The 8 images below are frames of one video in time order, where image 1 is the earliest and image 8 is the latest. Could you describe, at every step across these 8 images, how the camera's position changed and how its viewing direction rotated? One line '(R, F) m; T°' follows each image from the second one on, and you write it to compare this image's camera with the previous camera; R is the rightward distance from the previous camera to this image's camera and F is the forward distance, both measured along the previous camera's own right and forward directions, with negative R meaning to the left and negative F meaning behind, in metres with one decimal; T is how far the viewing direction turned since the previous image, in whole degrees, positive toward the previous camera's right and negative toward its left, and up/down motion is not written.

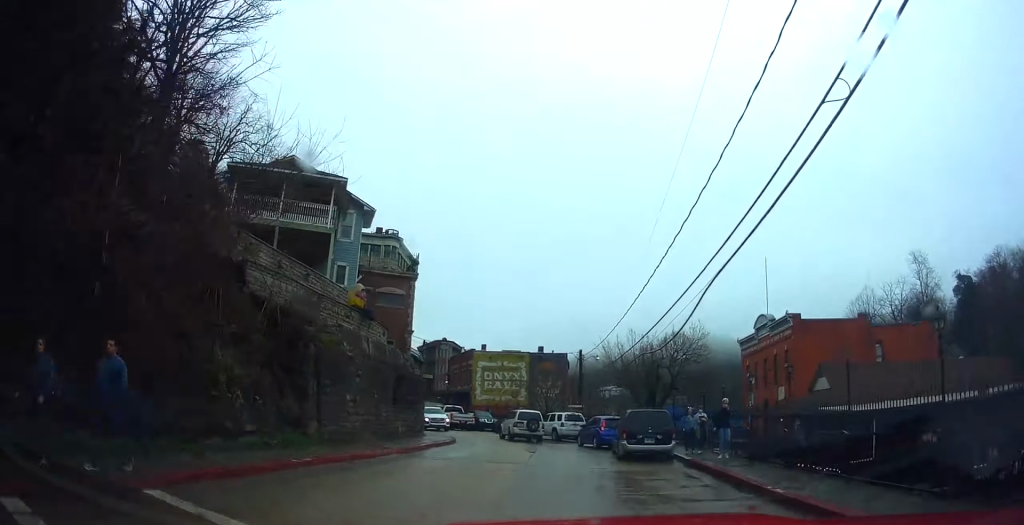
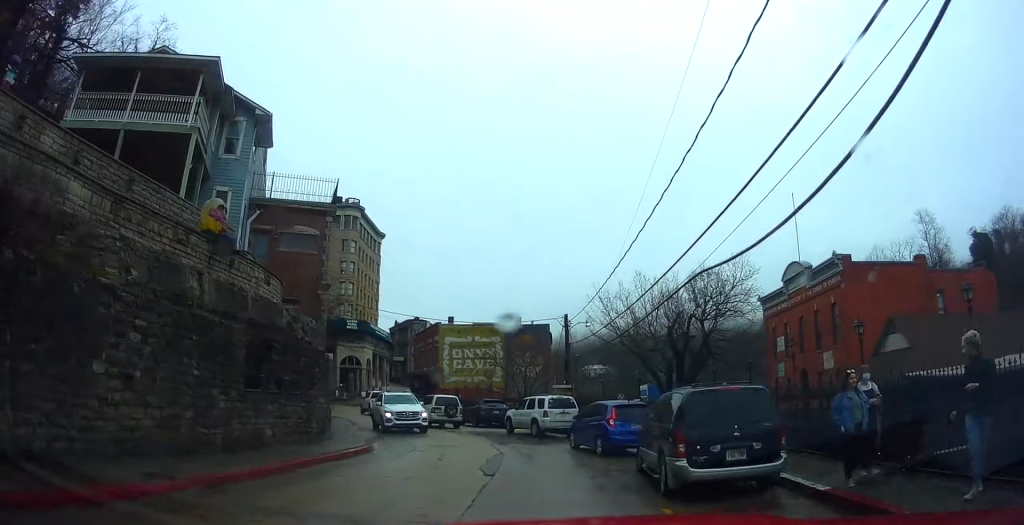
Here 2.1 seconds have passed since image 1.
(+0.7, +10.1) m; +1°
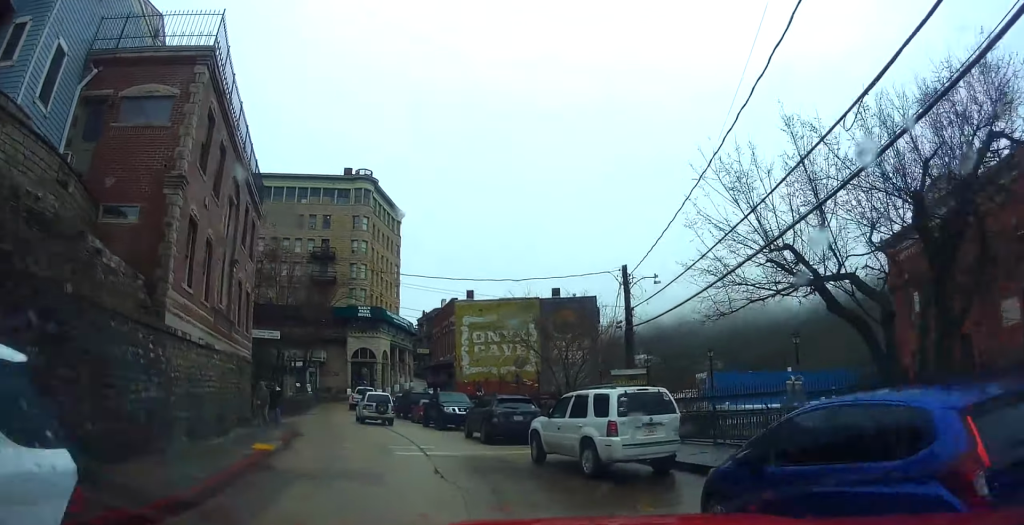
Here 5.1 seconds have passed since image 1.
(-0.8, +13.4) m; -9°
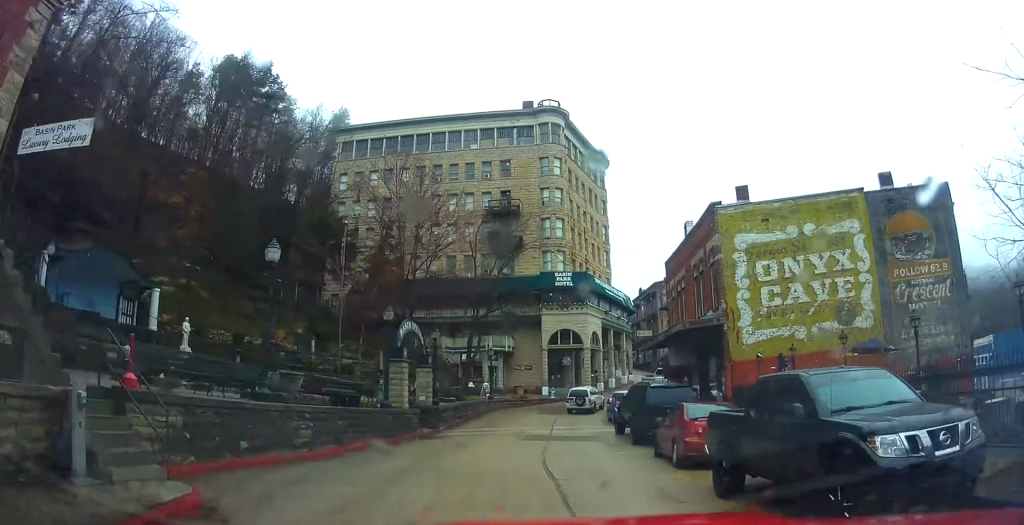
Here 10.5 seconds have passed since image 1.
(-3.2, +22.0) m; -11°
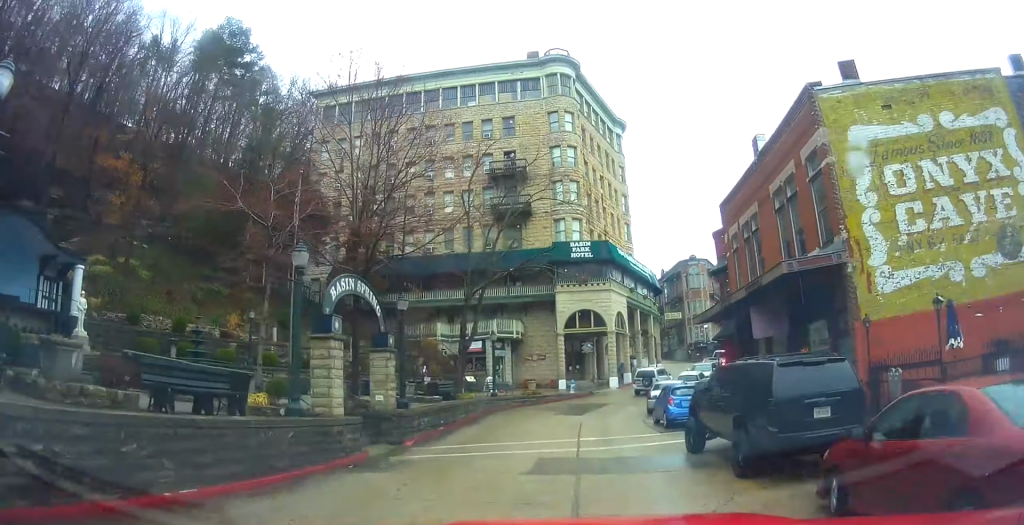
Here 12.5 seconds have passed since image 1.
(-0.1, +8.0) m; -1°
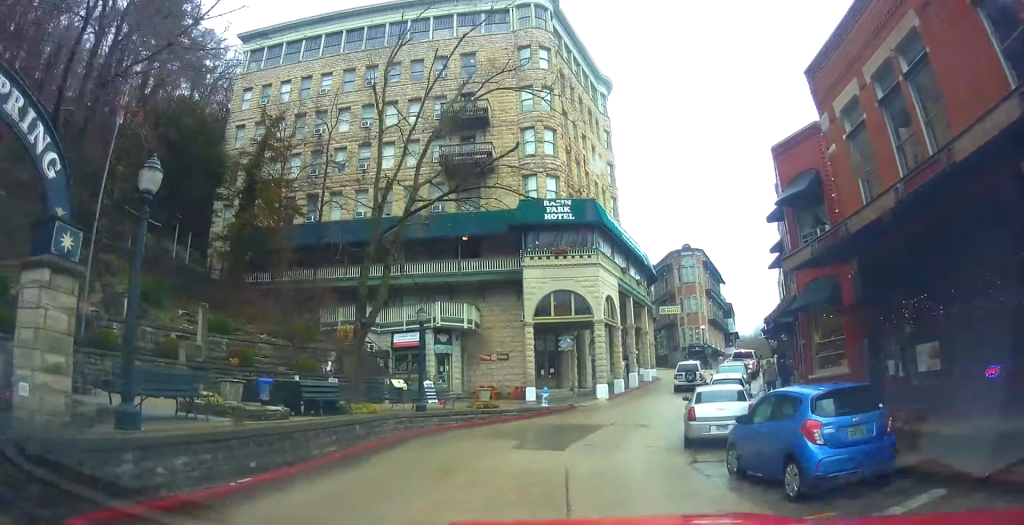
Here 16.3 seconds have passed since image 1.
(-0.1, +14.9) m; +2°
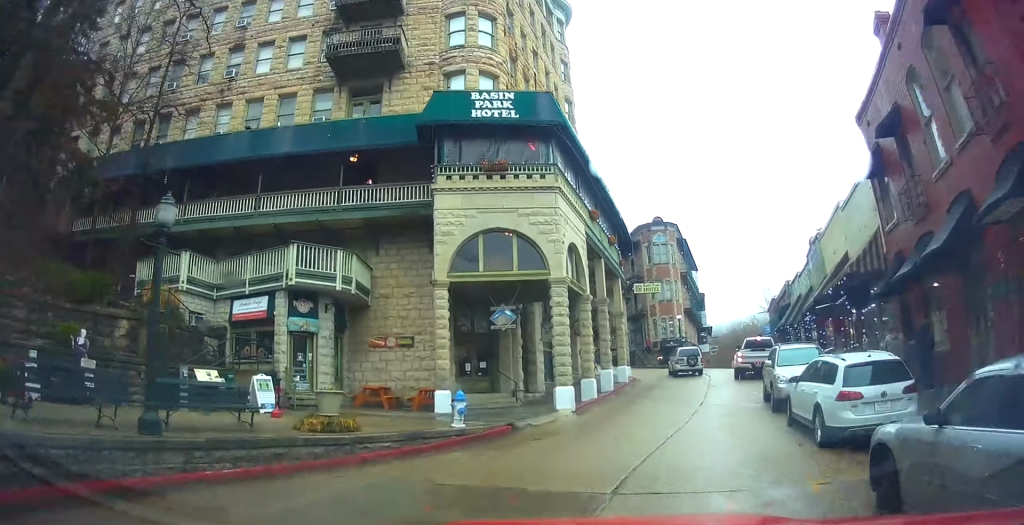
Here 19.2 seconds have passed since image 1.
(+0.5, +11.3) m; +7°
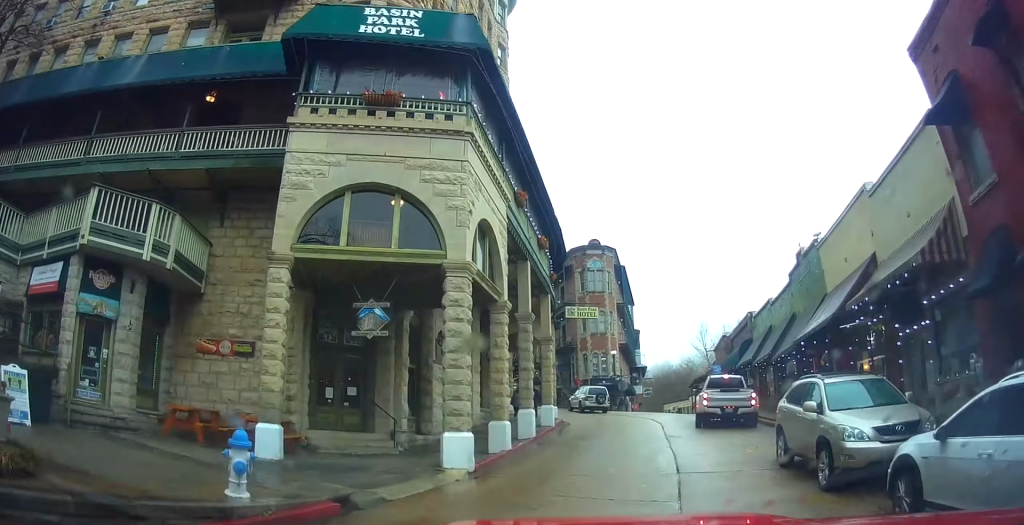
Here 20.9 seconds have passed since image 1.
(+0.3, +6.6) m; +5°
